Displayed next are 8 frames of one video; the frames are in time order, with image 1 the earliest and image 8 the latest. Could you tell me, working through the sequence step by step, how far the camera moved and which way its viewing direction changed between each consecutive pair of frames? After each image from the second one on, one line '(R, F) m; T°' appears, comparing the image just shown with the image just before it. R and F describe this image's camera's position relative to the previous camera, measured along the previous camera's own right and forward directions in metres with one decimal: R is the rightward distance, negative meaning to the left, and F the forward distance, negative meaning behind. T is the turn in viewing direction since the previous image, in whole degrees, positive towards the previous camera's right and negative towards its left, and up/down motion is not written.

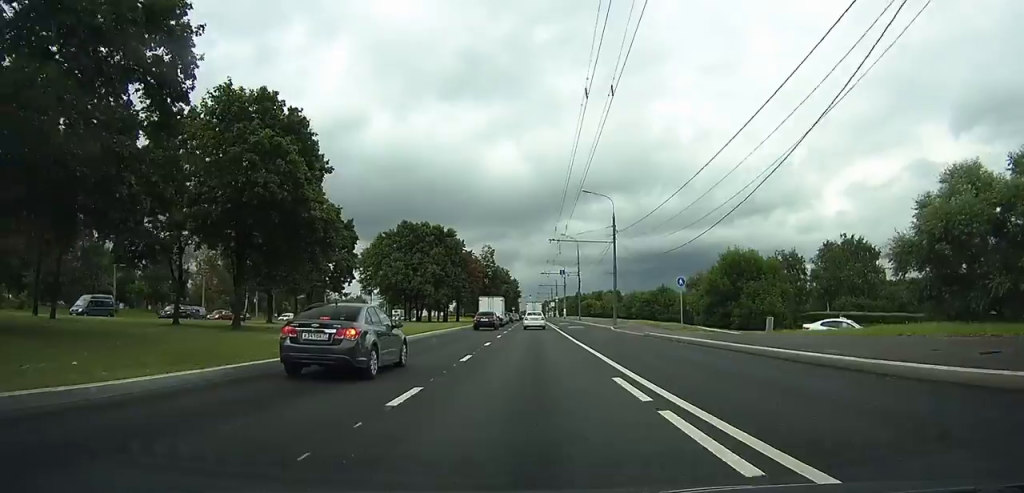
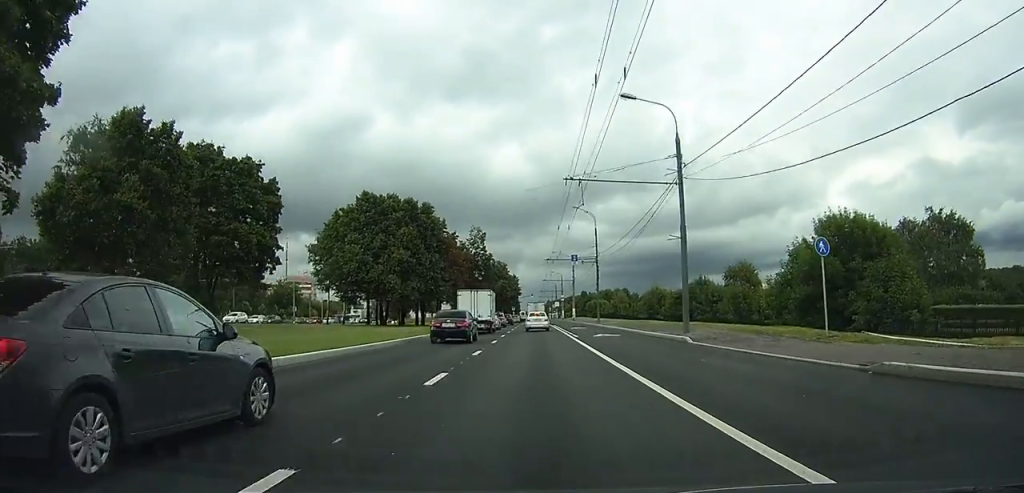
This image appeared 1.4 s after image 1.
(0.0, +21.6) m; 0°
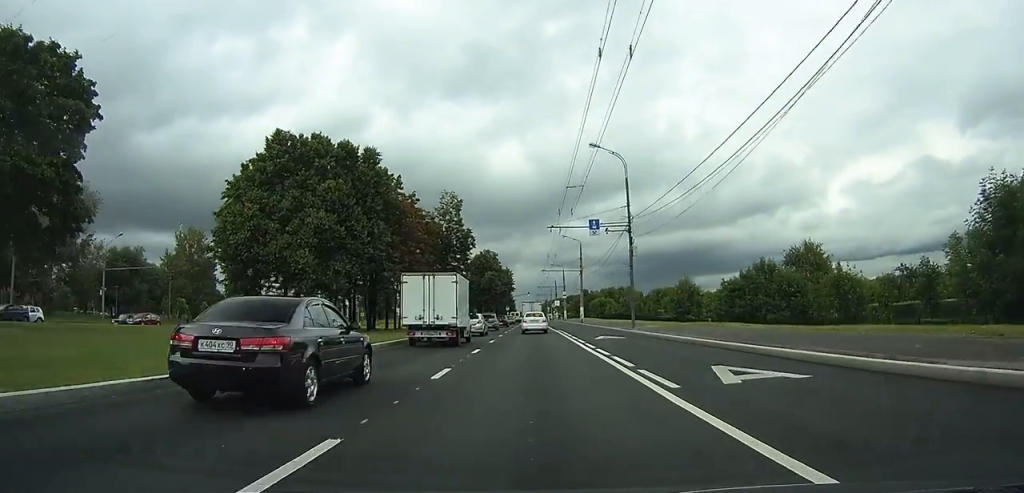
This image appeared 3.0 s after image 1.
(0.0, +22.6) m; 0°
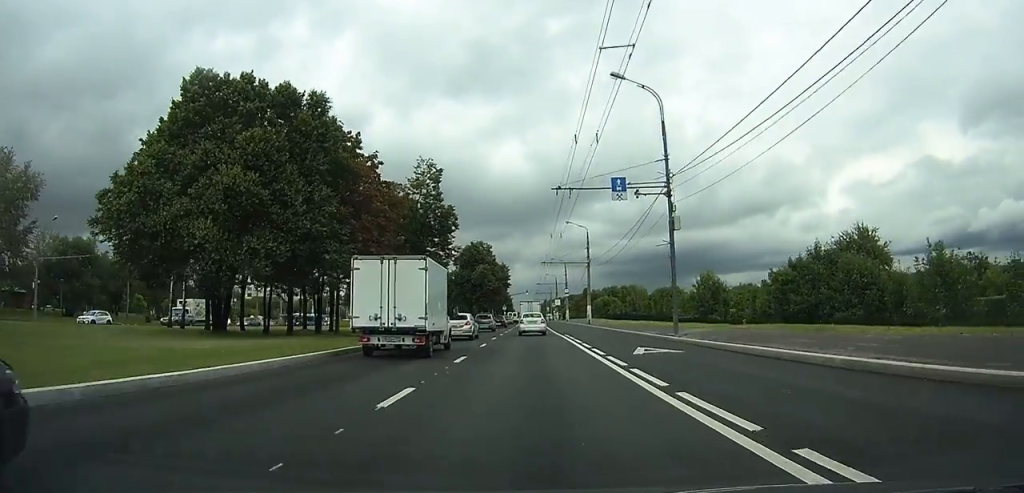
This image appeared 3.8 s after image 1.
(-0.1, +11.7) m; 0°
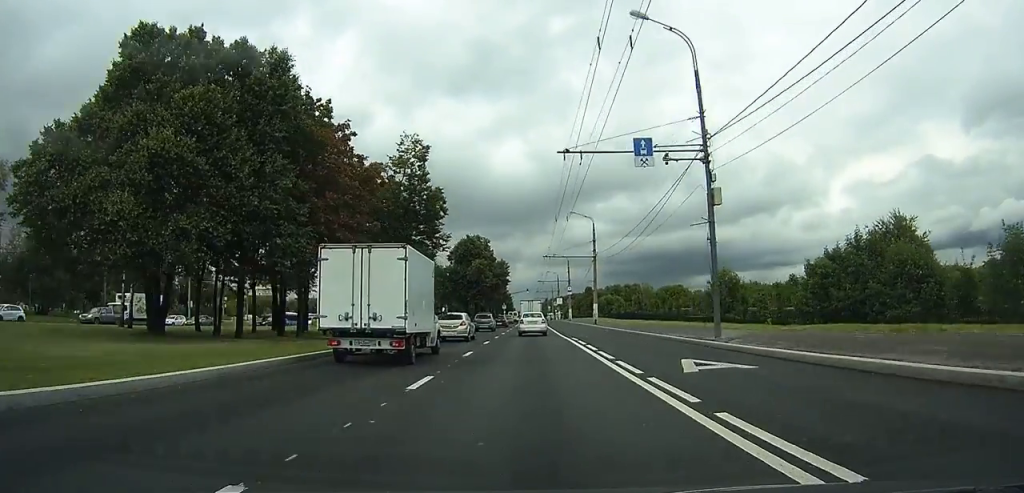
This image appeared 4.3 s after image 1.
(0.0, +6.0) m; 0°
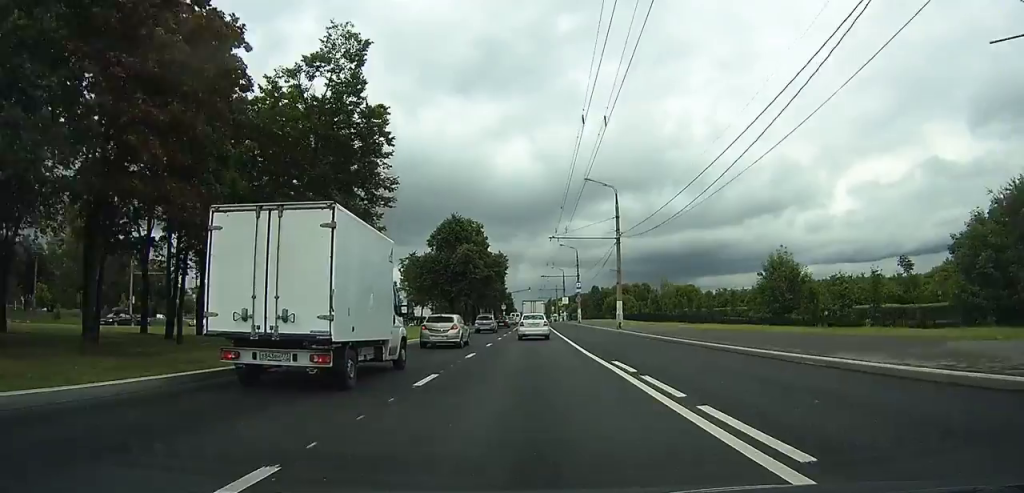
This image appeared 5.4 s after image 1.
(0.0, +15.3) m; 0°
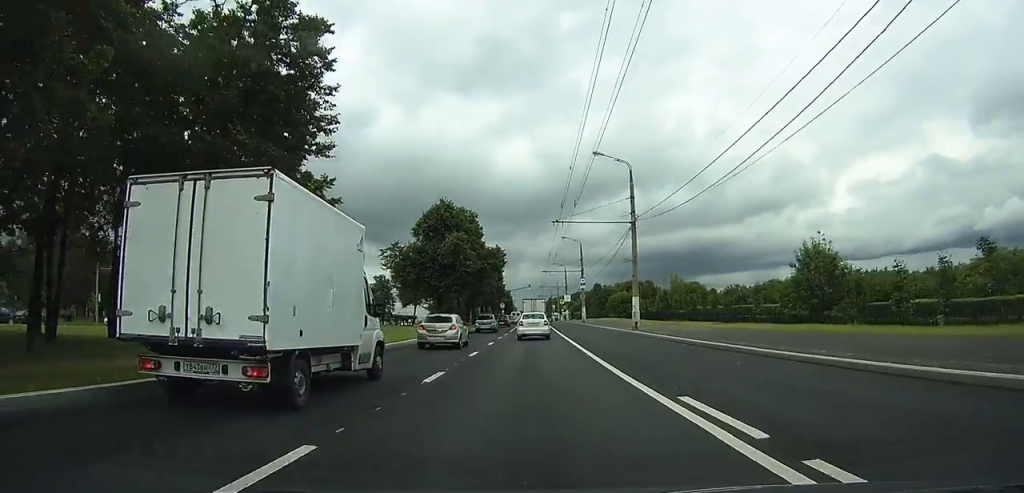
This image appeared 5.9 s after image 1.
(0.0, +7.1) m; 0°
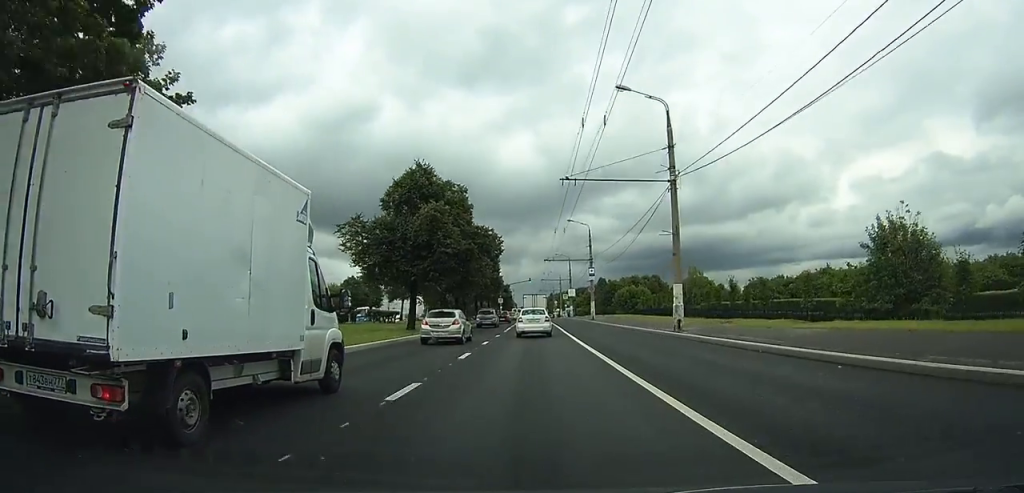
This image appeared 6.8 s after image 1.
(0.0, +10.9) m; 0°
